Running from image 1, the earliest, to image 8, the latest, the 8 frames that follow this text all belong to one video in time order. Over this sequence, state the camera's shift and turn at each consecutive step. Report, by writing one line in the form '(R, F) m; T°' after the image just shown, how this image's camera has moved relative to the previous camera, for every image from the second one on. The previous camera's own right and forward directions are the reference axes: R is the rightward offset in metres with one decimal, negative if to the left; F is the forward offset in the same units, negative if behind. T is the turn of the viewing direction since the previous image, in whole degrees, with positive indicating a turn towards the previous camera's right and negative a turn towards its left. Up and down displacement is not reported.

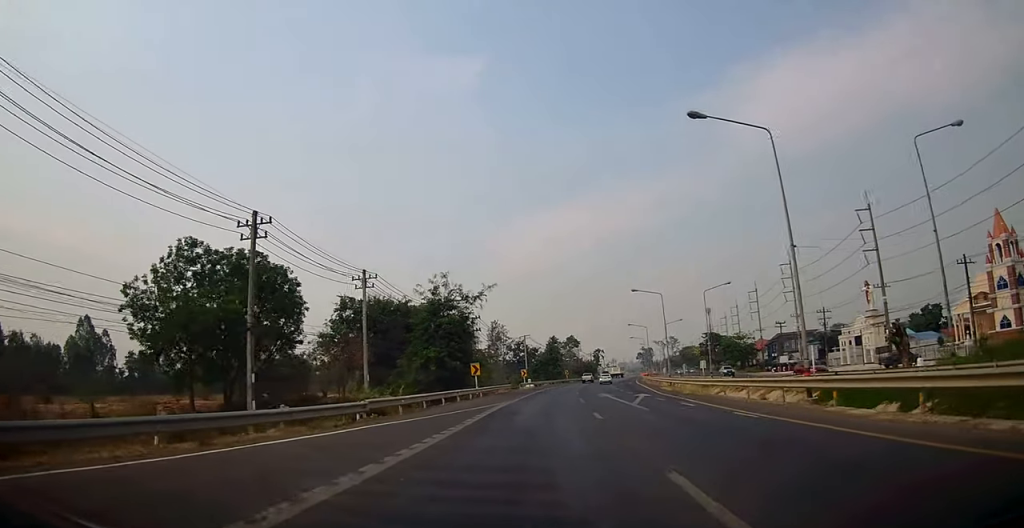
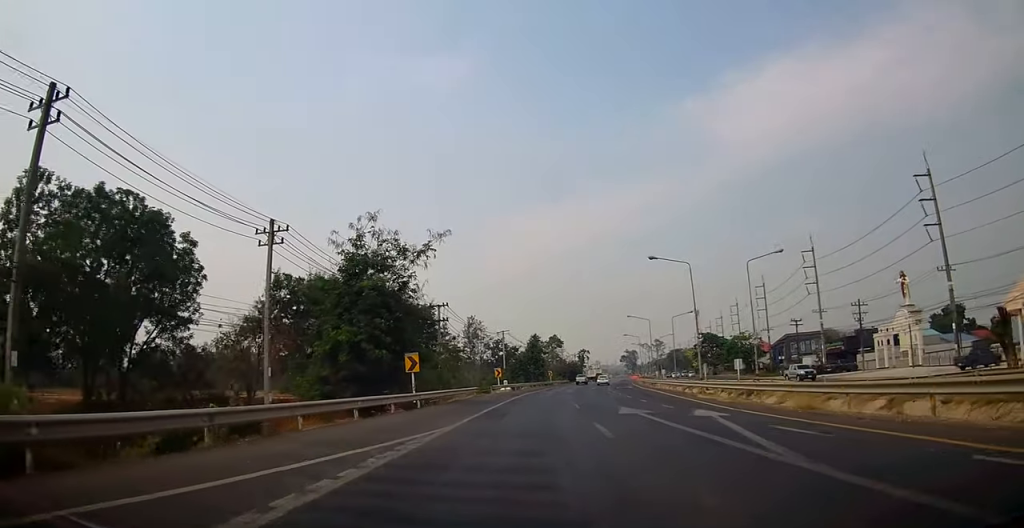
(+0.1, +16.3) m; 0°
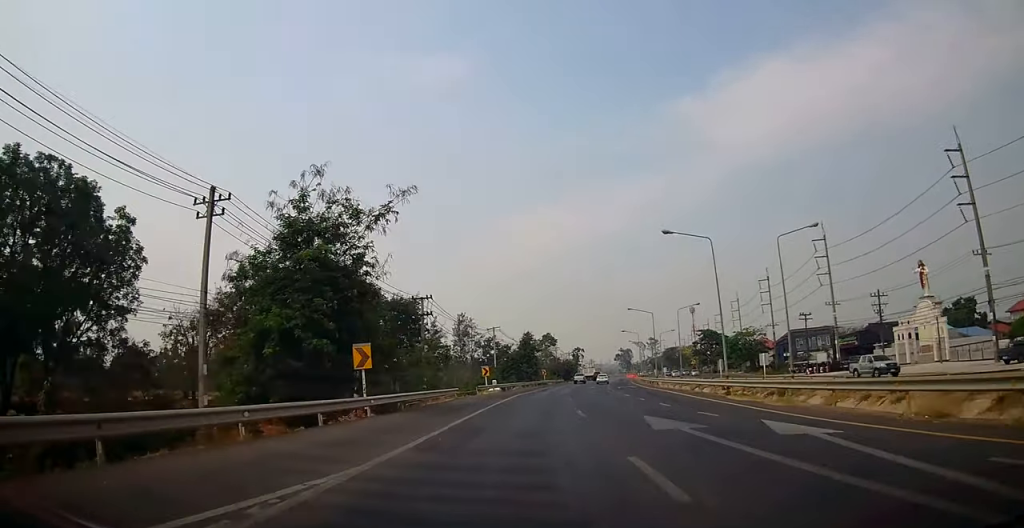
(+0.1, +6.7) m; 0°
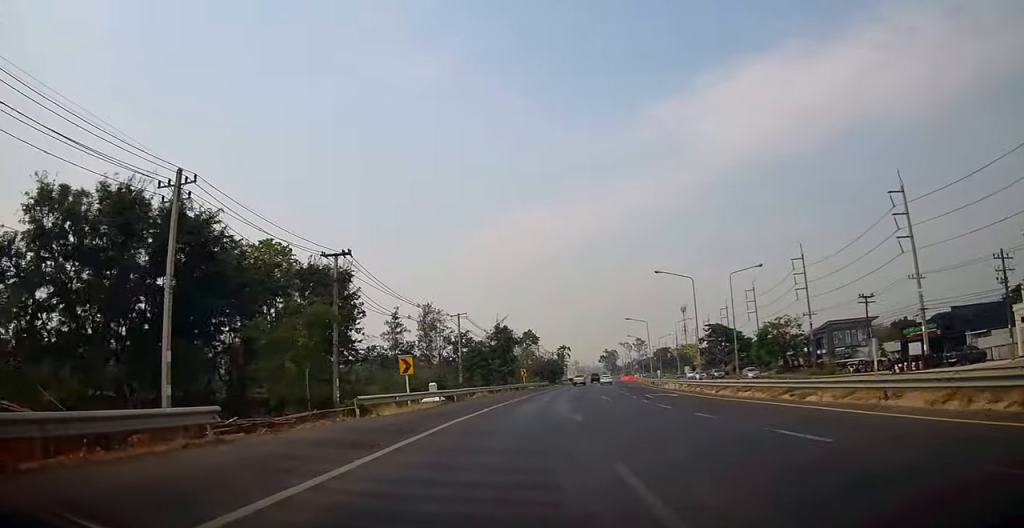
(-0.4, +24.4) m; -1°
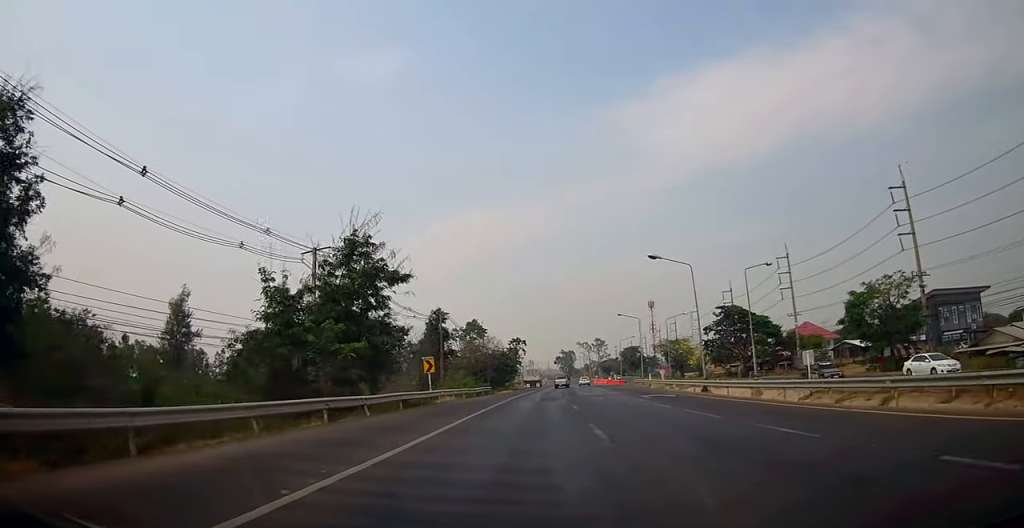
(+2.5, +40.0) m; +4°
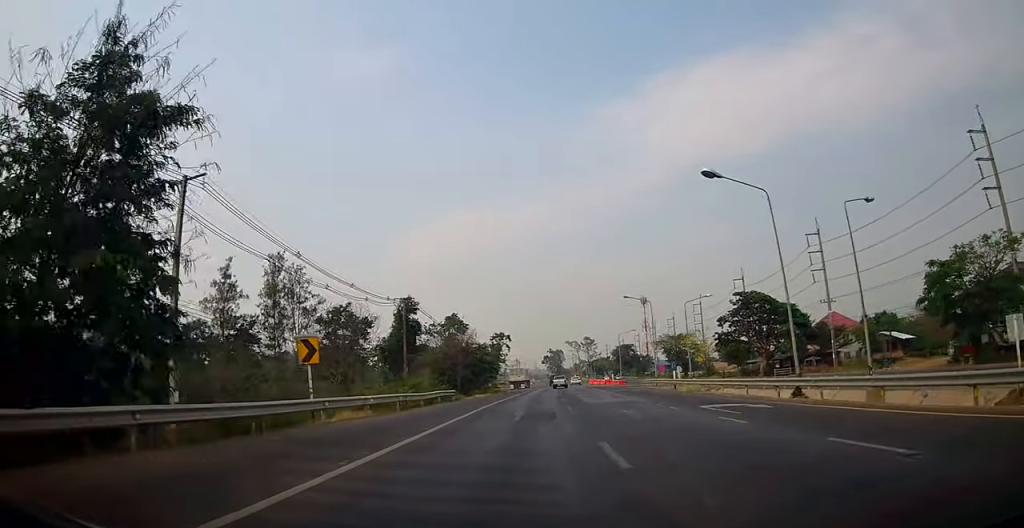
(-0.4, +15.3) m; 0°
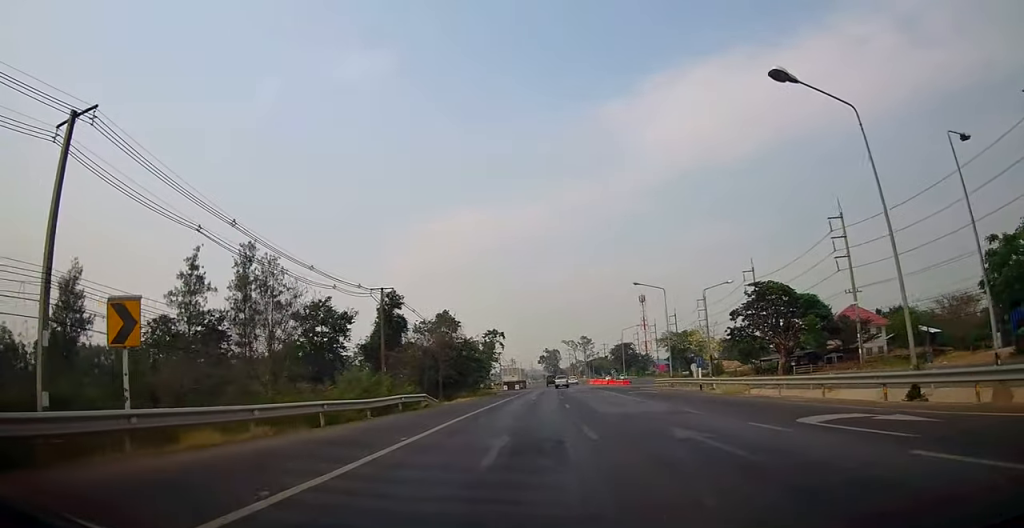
(0.0, +7.9) m; +1°
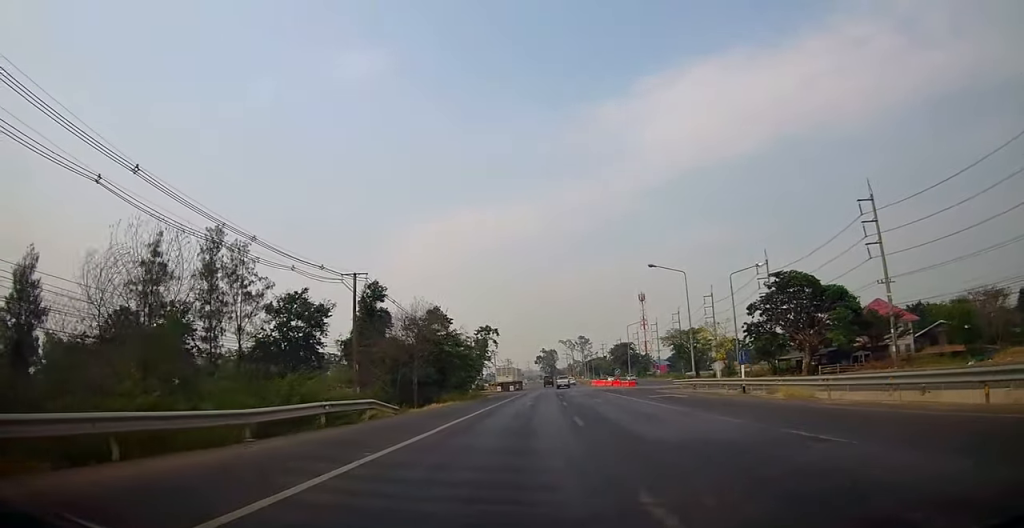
(+0.3, +8.2) m; +2°
